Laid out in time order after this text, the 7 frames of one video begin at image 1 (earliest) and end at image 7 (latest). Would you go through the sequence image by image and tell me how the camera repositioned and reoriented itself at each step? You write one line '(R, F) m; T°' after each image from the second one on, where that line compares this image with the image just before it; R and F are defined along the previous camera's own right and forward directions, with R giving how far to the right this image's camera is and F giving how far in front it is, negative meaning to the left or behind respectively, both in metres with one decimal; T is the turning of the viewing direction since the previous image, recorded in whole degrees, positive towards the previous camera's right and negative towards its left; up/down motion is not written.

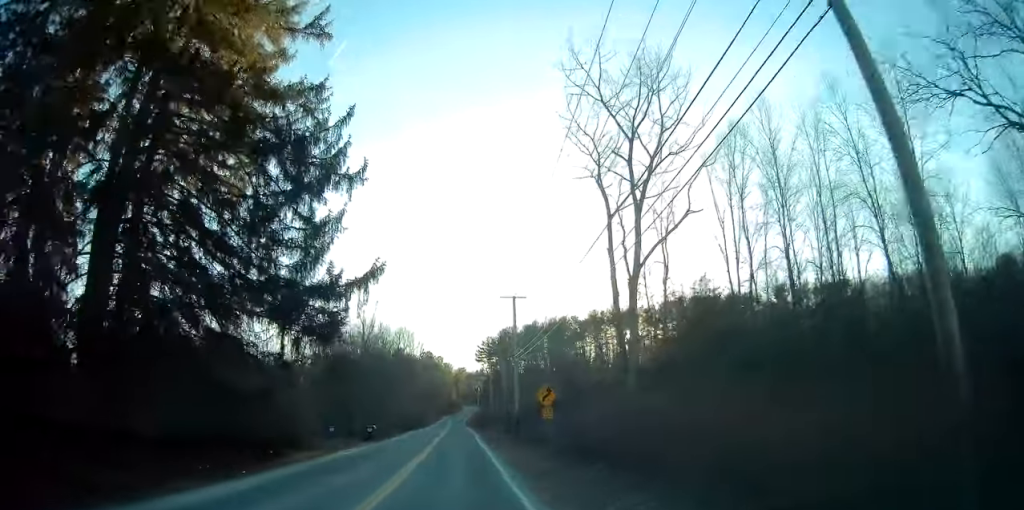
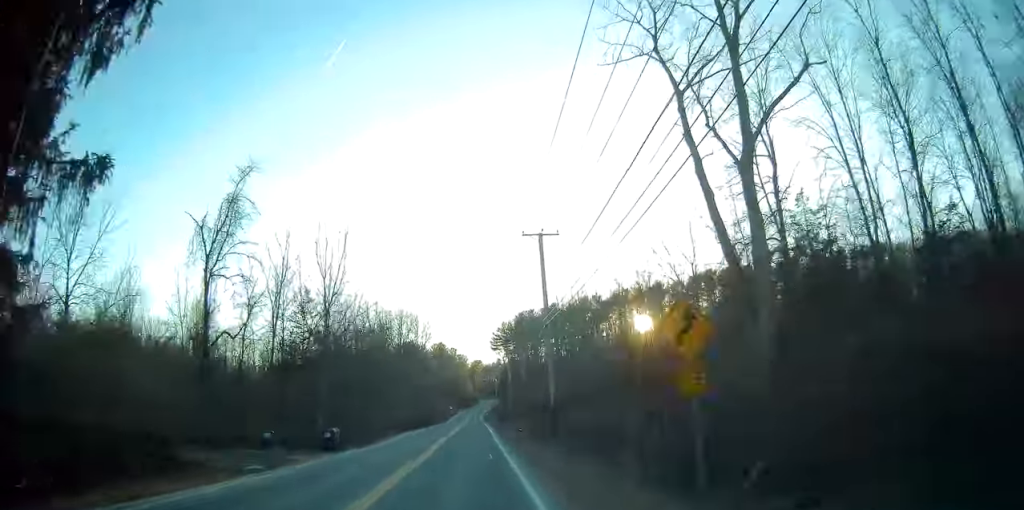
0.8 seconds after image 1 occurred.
(-0.6, +16.4) m; -2°
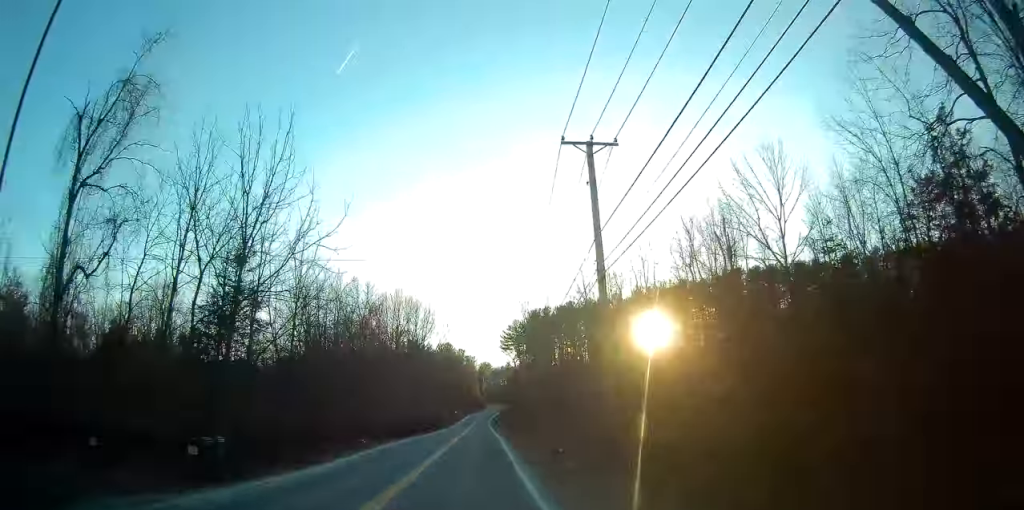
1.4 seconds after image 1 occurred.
(-0.2, +14.3) m; -1°
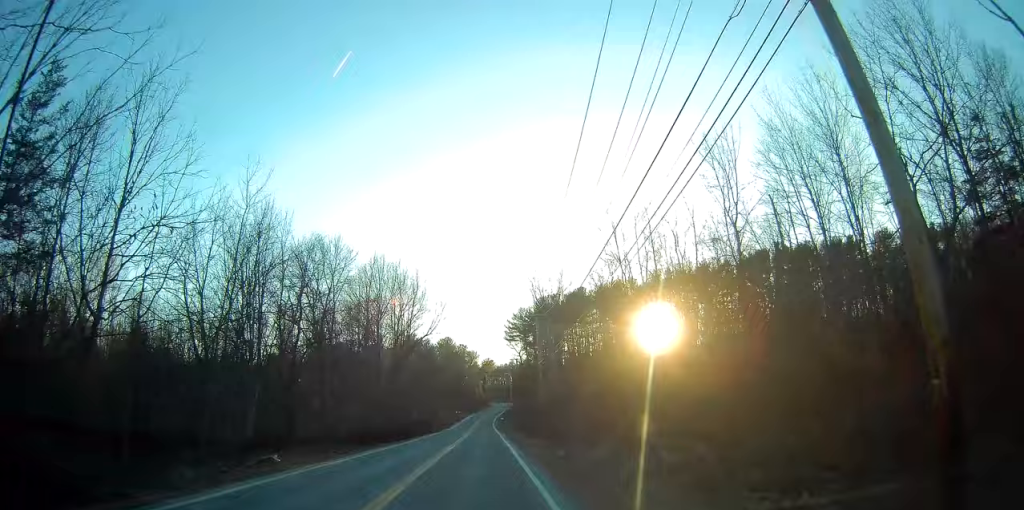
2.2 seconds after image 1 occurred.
(0.0, +17.1) m; 0°
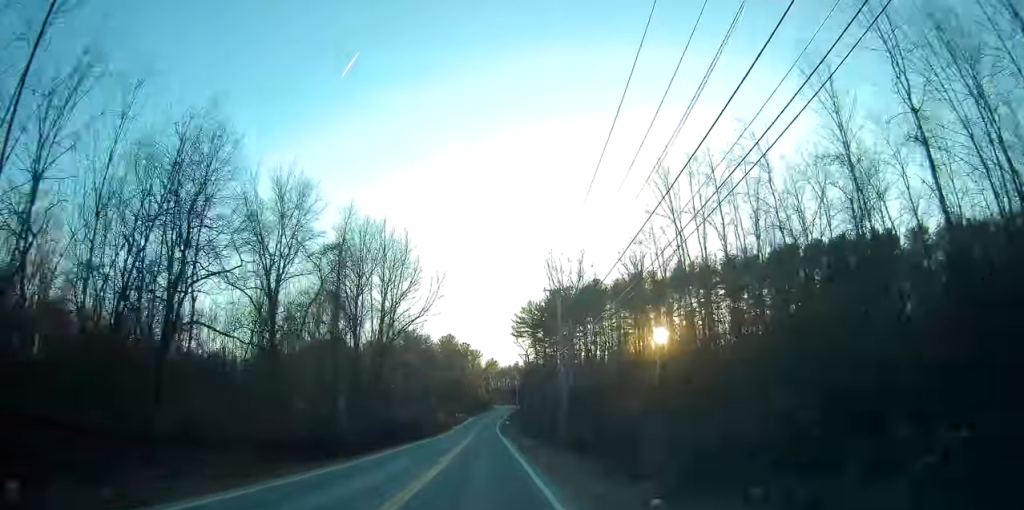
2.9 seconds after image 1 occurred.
(0.0, +14.3) m; 0°
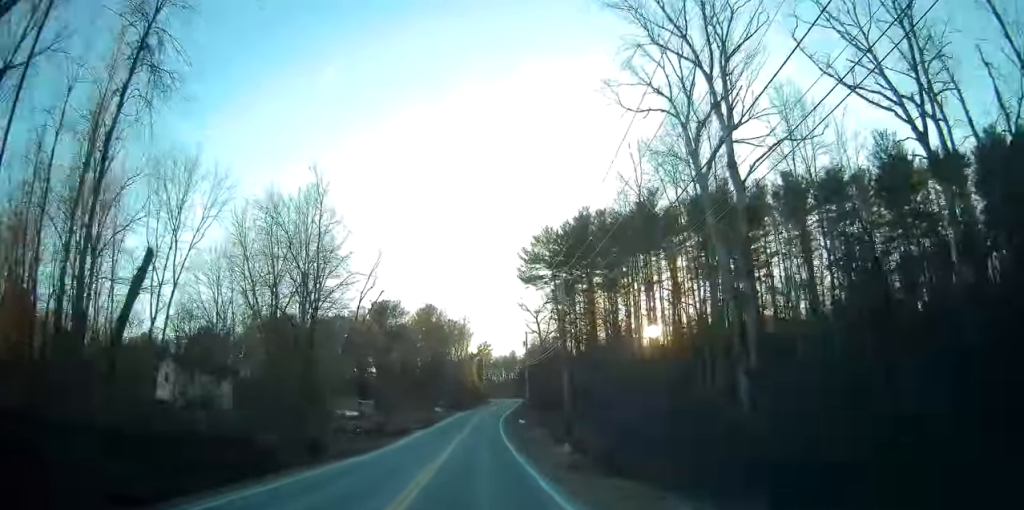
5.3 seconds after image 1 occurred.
(+0.1, +51.2) m; +1°
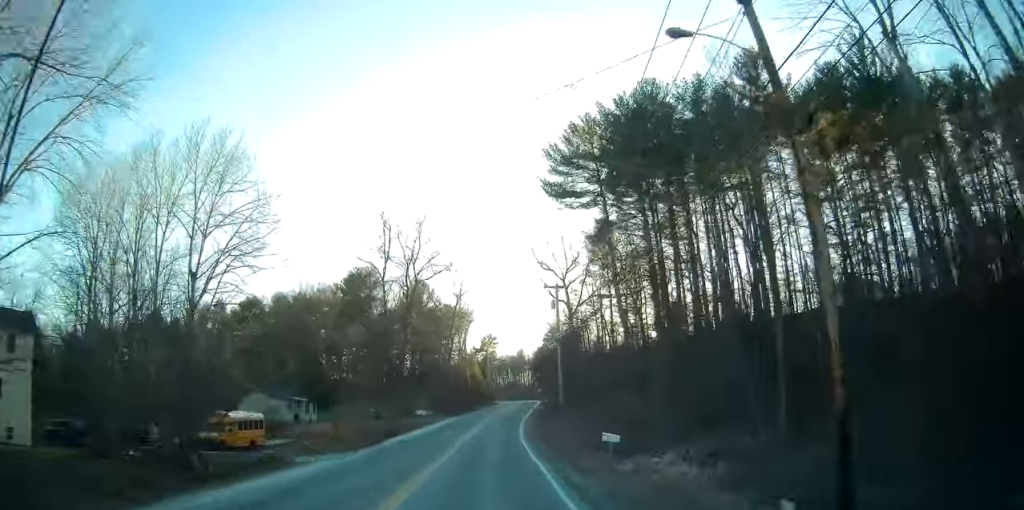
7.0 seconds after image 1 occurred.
(+0.5, +35.1) m; 0°
